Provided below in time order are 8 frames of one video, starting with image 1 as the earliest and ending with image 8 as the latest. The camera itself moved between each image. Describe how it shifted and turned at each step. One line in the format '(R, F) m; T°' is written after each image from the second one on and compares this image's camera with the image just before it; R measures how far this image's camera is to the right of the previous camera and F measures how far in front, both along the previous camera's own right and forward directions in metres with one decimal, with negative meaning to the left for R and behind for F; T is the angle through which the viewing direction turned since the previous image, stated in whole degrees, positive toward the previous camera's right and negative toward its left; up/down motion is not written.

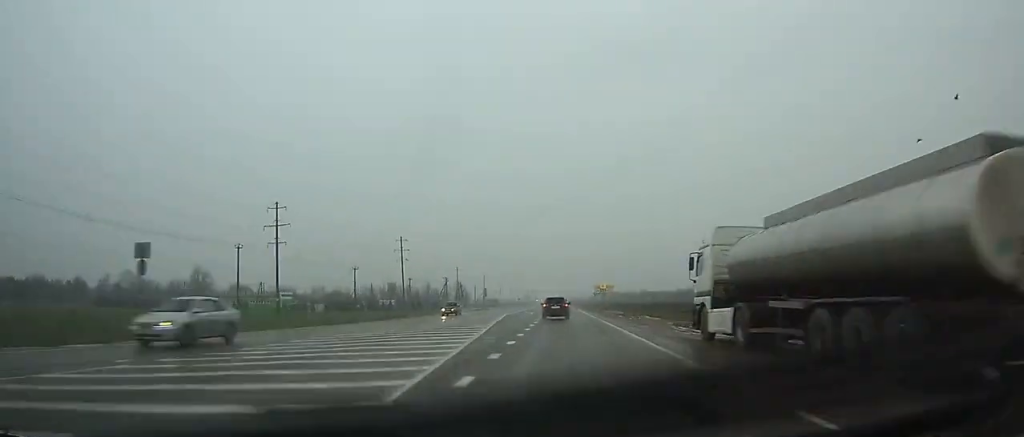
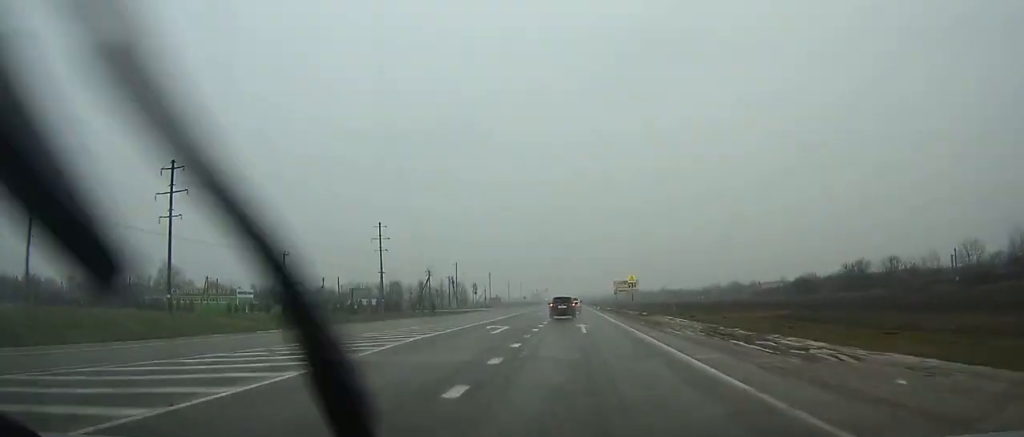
(-0.4, +33.6) m; 0°
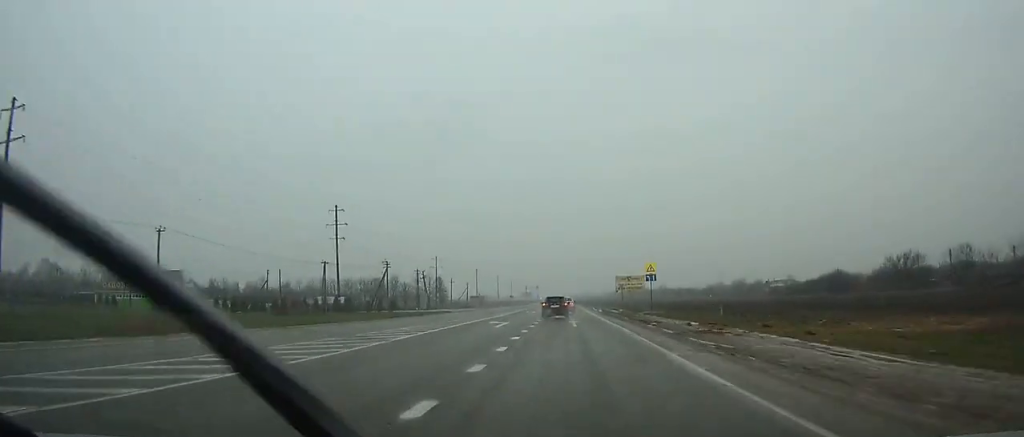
(+0.1, +25.8) m; 0°
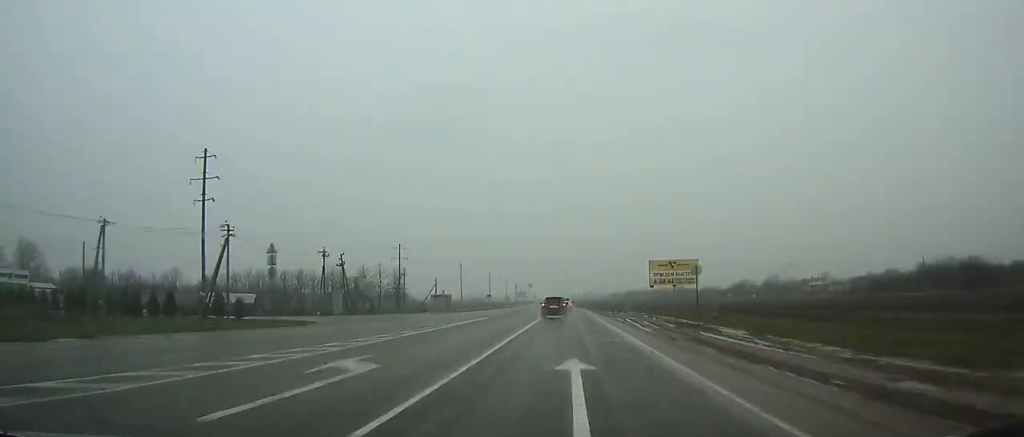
(+0.2, +50.1) m; 0°
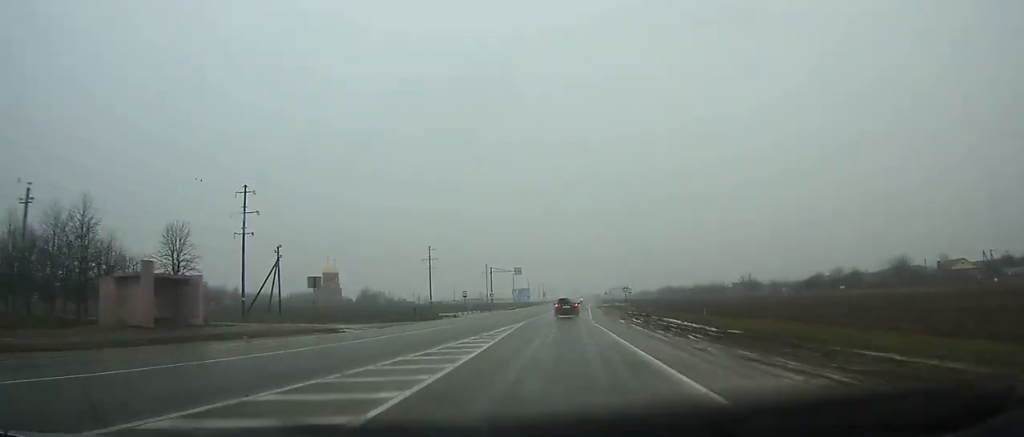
(-1.1, +94.8) m; -1°
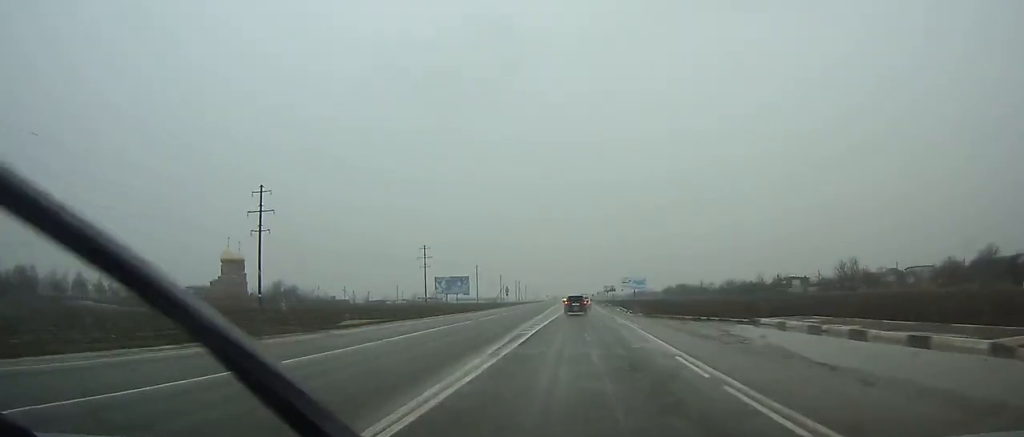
(+1.1, +98.9) m; +2°
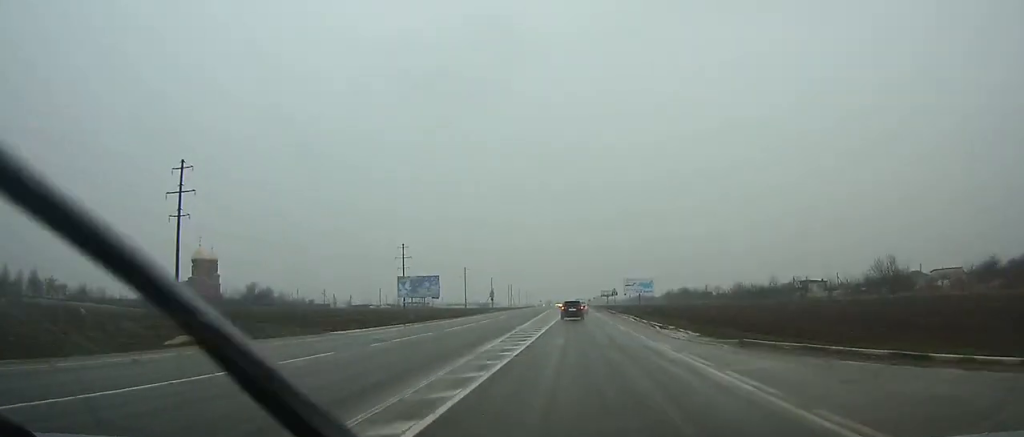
(+0.1, +19.8) m; 0°
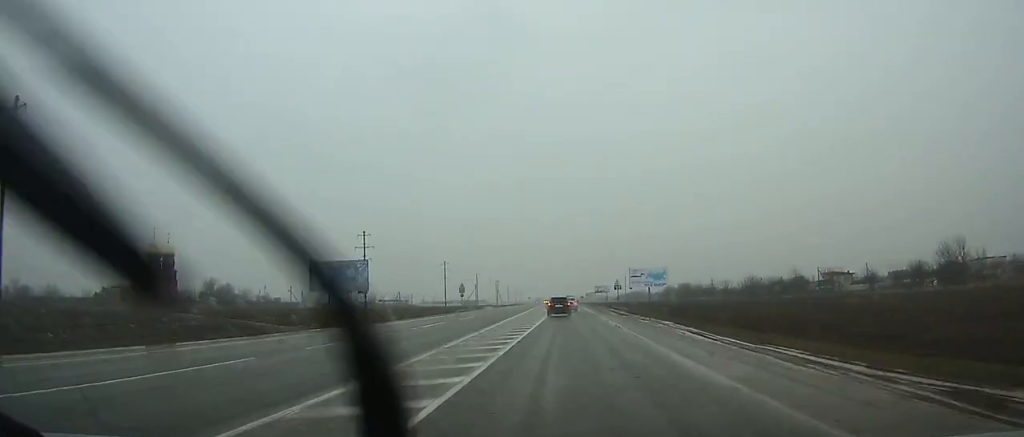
(0.0, +26.1) m; 0°
